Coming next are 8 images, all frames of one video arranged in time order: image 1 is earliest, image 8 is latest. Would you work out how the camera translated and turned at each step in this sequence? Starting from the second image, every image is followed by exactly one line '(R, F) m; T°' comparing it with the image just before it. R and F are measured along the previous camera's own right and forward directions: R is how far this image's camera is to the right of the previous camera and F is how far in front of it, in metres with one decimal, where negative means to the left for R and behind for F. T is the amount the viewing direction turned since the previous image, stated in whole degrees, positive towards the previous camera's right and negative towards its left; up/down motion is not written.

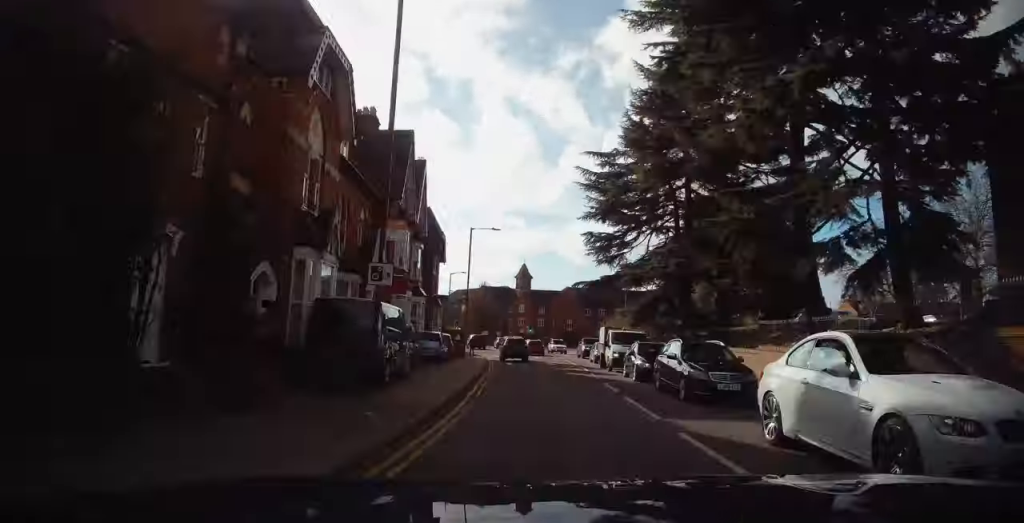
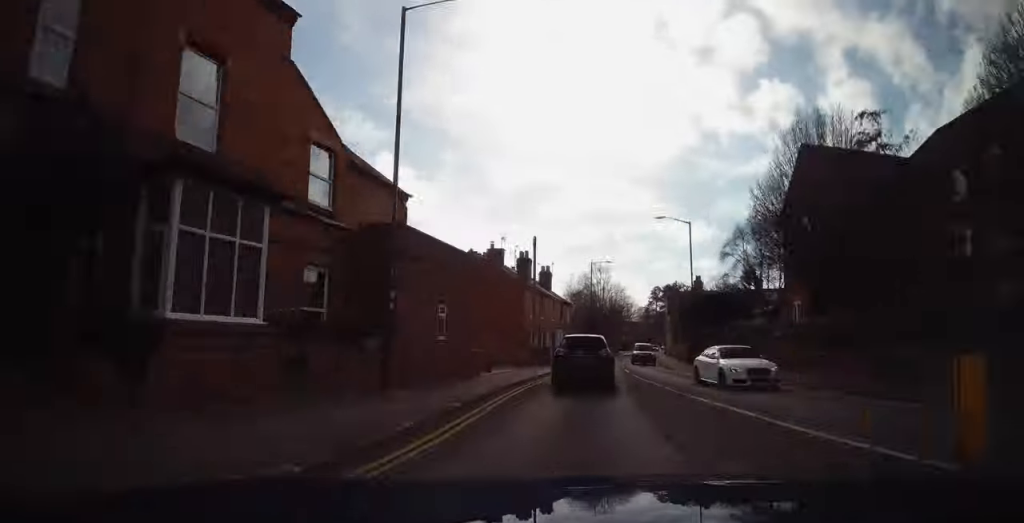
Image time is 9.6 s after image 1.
(-20.0, +101.7) m; -19°
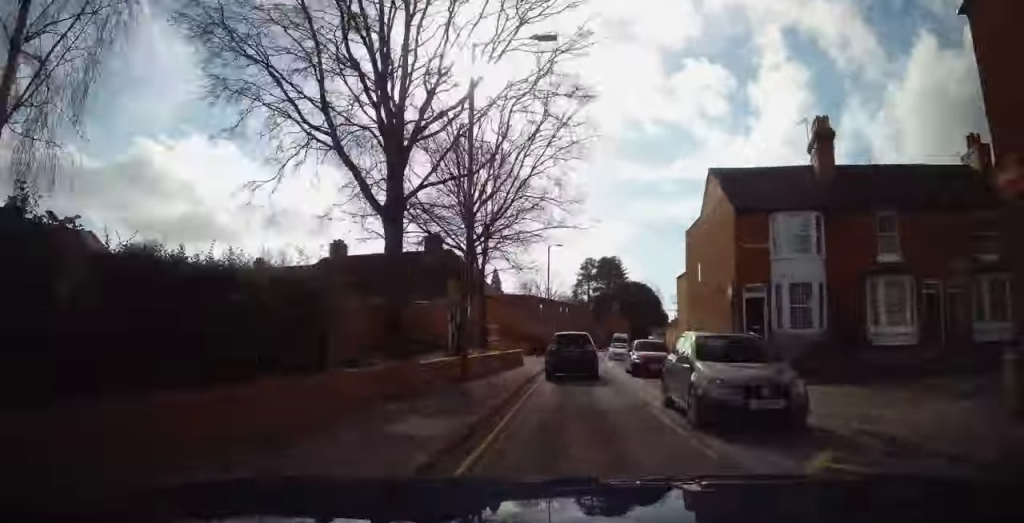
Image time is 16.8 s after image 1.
(-0.4, +78.1) m; +4°
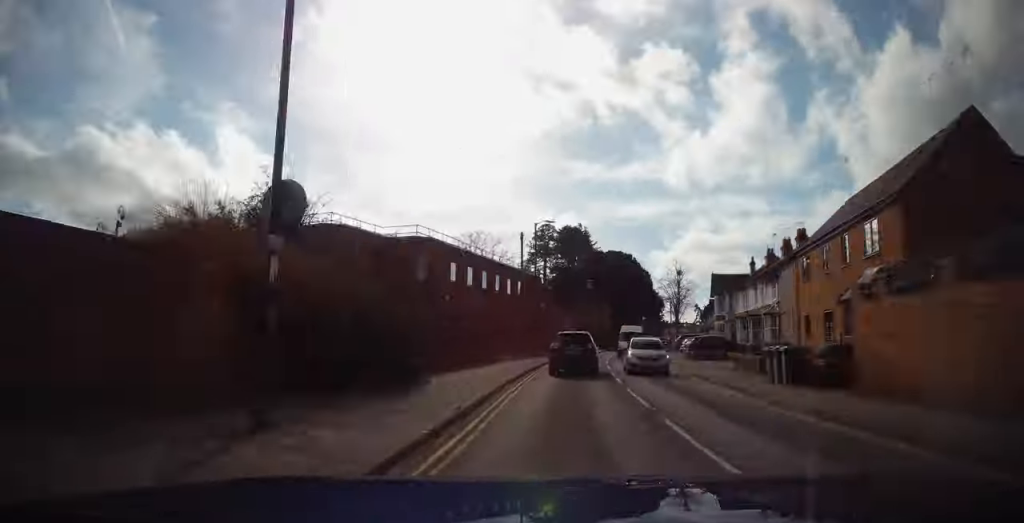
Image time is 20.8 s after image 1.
(+0.2, +43.2) m; +6°
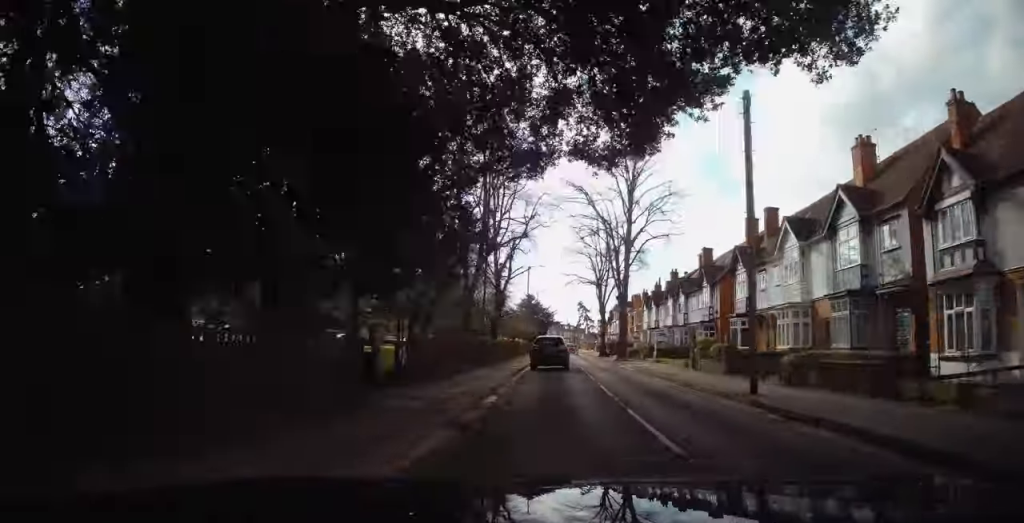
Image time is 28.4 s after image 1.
(+8.8, +76.7) m; +8°
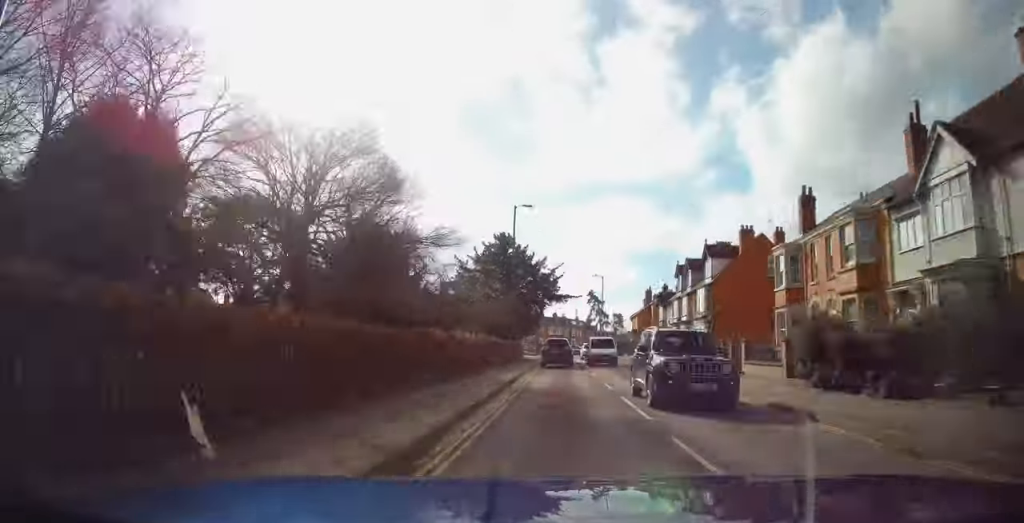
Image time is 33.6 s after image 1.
(+1.0, +46.4) m; 0°
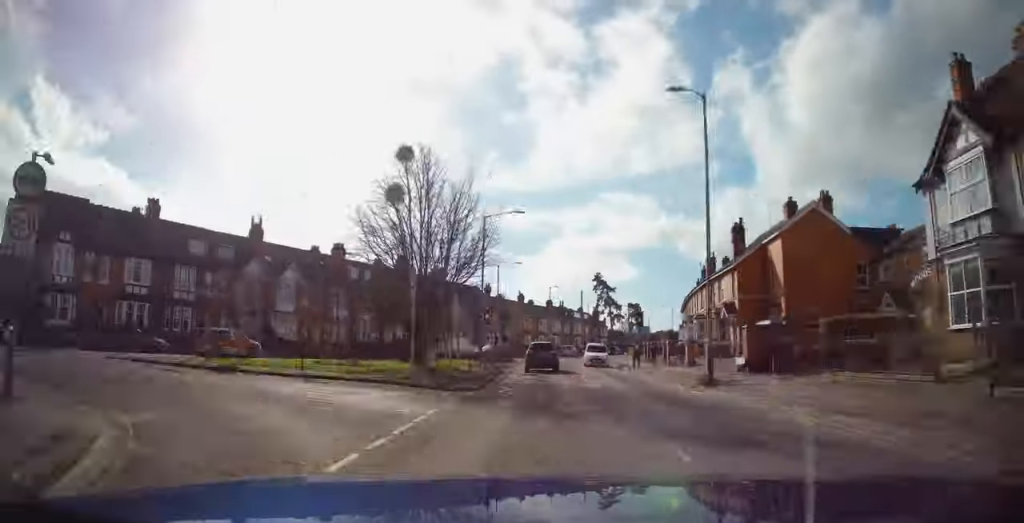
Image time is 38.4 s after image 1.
(-0.6, +33.4) m; -1°
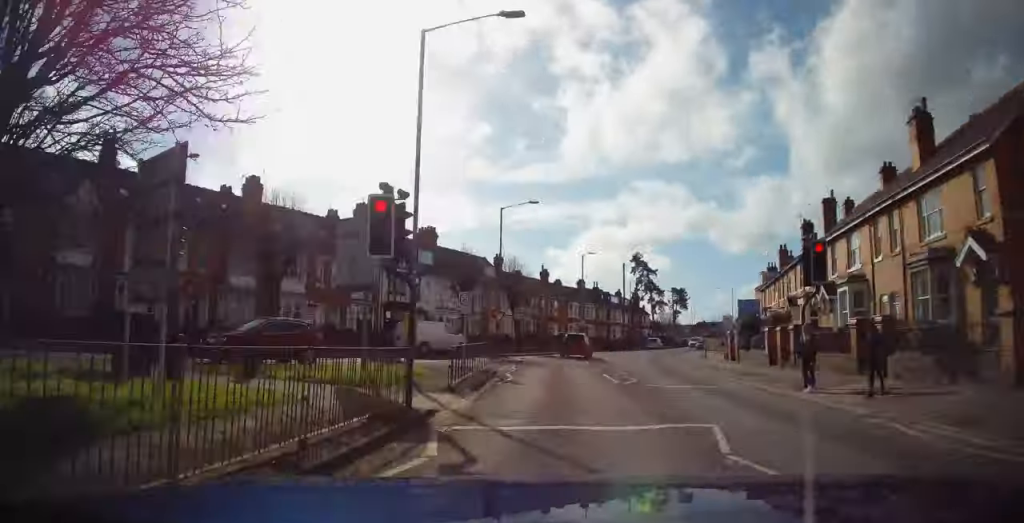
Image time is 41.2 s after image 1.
(-0.2, +13.6) m; 0°
